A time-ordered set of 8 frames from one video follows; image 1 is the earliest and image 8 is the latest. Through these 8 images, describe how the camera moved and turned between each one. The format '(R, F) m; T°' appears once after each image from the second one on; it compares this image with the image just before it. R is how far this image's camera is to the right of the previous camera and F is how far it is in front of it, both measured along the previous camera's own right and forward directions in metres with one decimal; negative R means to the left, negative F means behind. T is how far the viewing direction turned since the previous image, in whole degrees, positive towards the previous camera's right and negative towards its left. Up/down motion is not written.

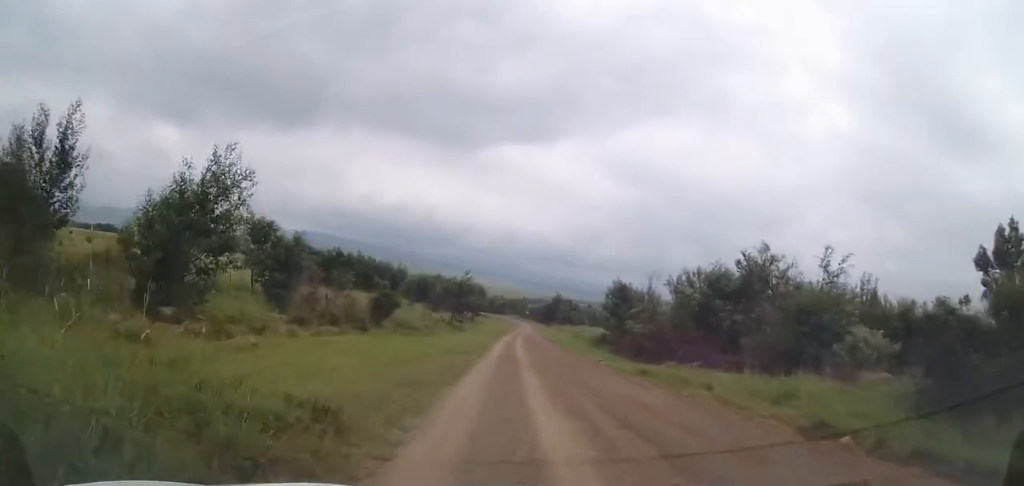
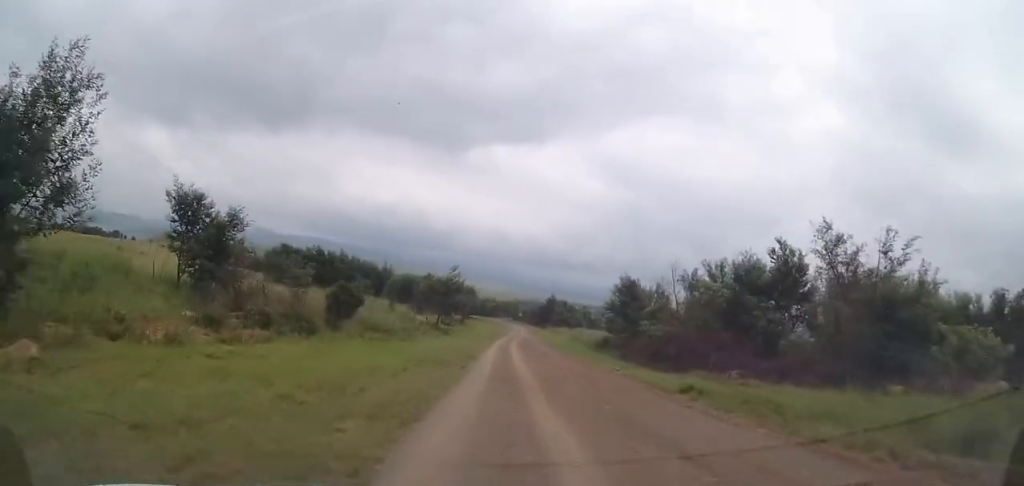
(-0.1, +8.7) m; +1°
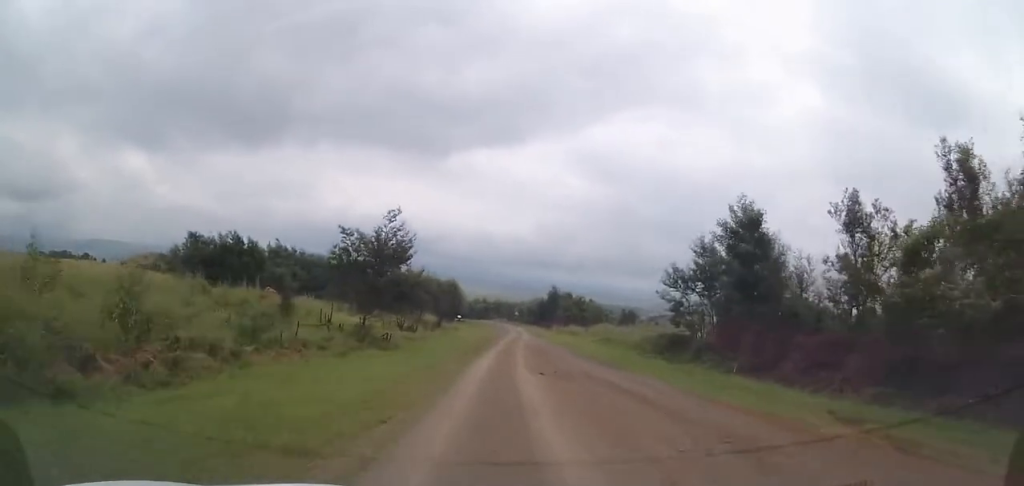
(+0.1, +33.3) m; 0°
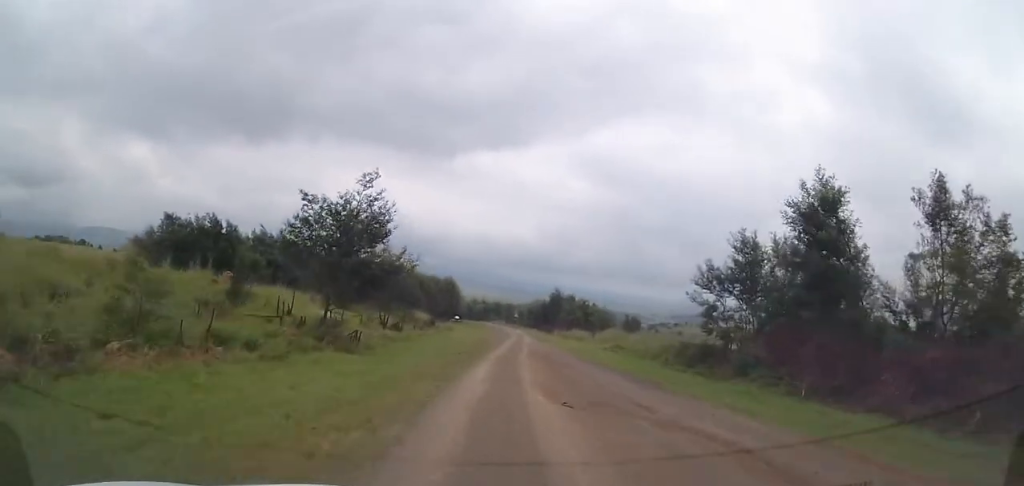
(+0.1, +7.5) m; +1°
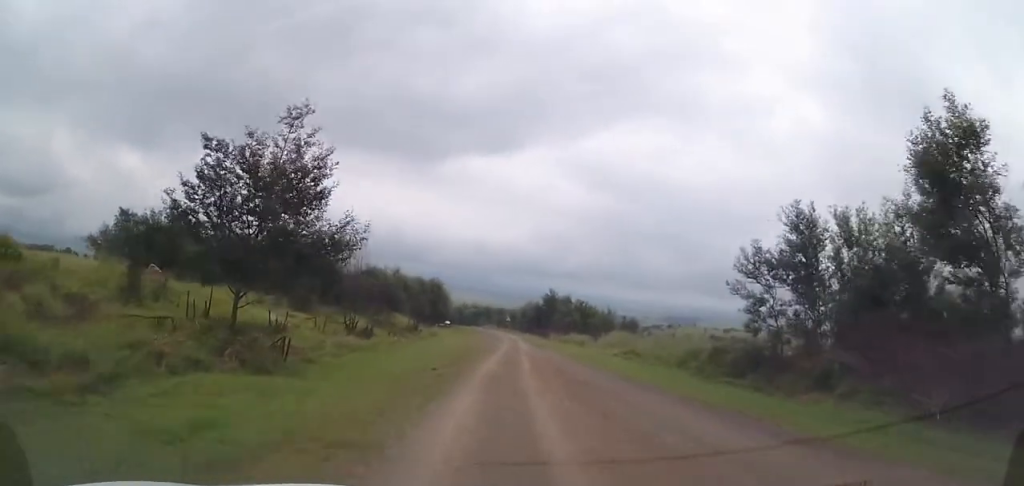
(0.0, +8.7) m; 0°
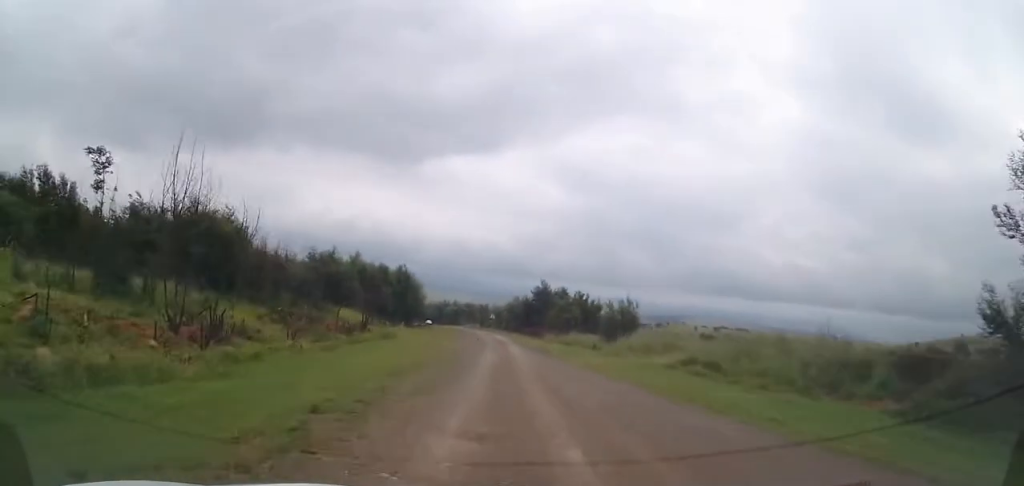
(0.0, +20.3) m; +1°
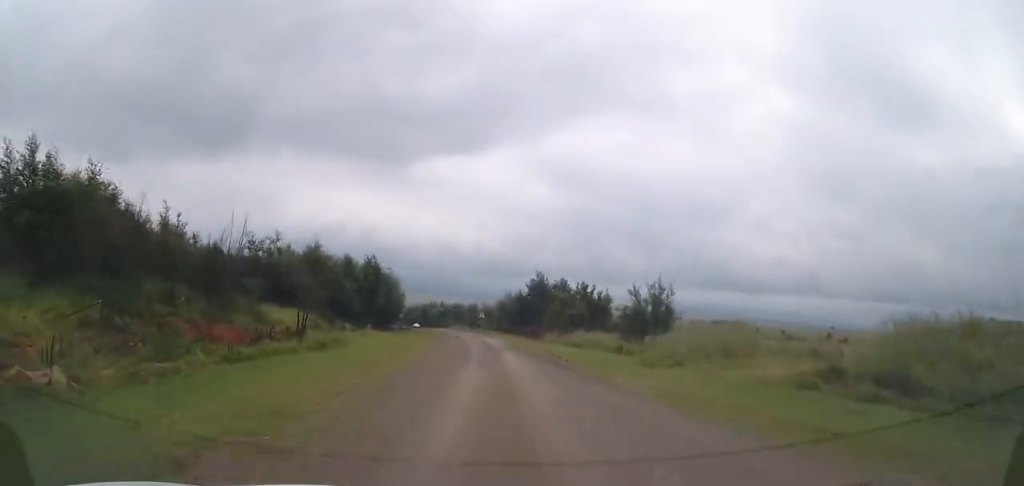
(+0.2, +15.0) m; +1°
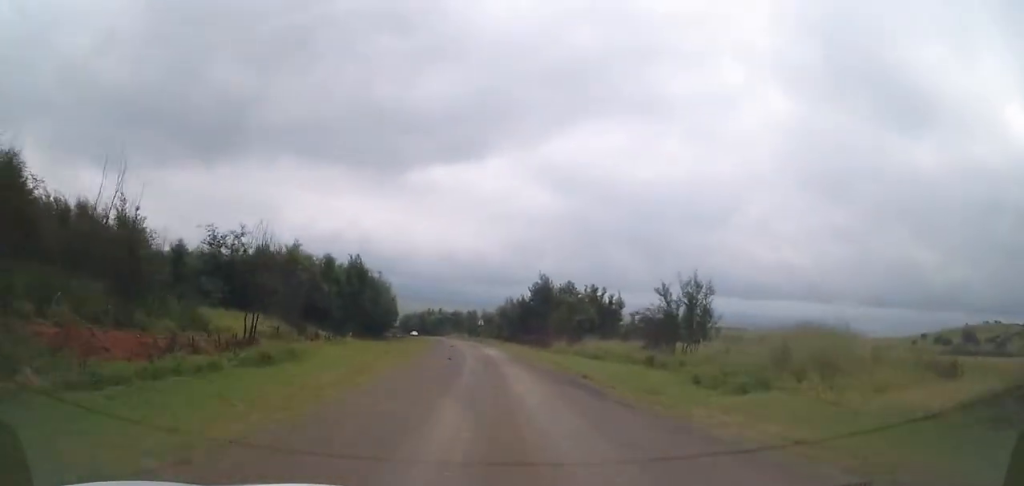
(+0.1, +8.2) m; 0°
